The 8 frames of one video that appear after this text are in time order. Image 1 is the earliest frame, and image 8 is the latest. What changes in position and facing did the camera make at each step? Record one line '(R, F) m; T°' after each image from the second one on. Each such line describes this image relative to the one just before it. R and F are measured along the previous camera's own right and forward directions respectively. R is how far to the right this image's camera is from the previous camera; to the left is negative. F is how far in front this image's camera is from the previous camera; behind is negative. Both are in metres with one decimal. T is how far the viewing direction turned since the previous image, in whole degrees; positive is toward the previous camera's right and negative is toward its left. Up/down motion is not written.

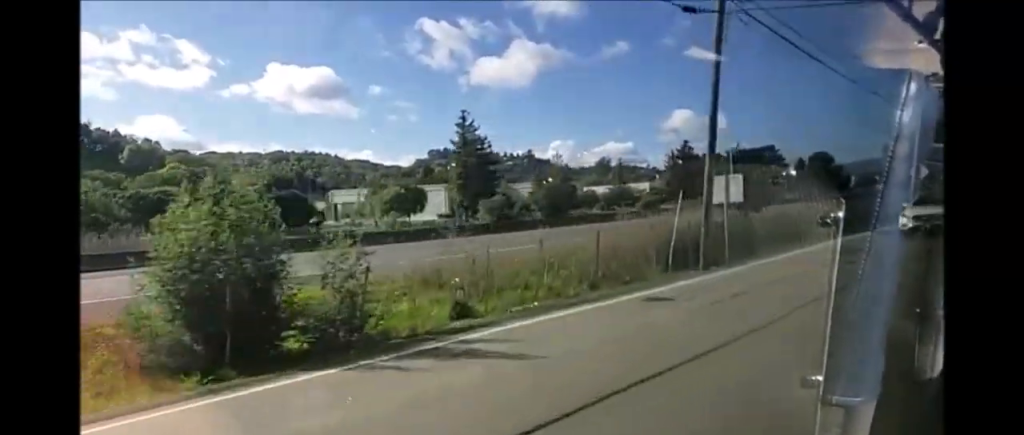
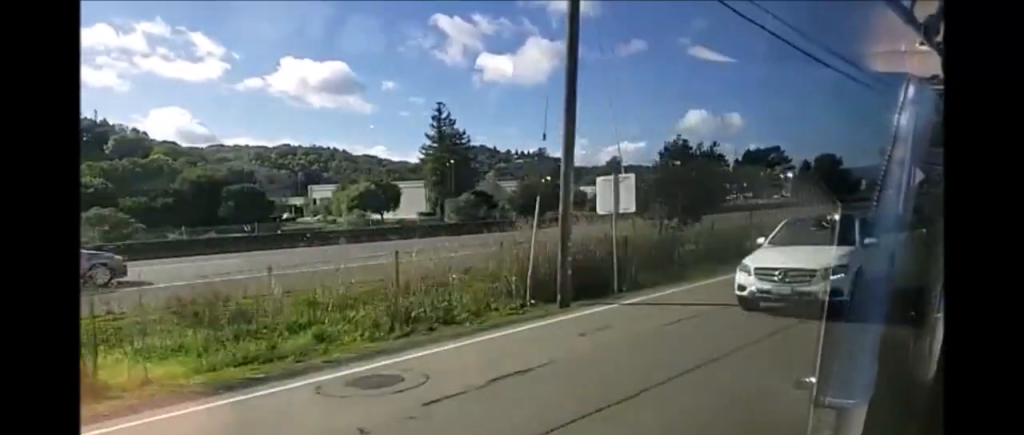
(-0.1, +7.8) m; -1°
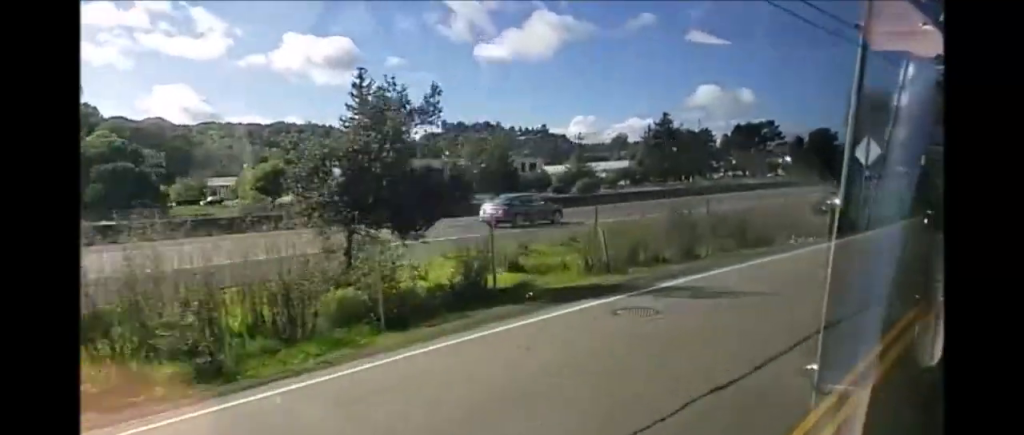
(0.0, +14.3) m; 0°
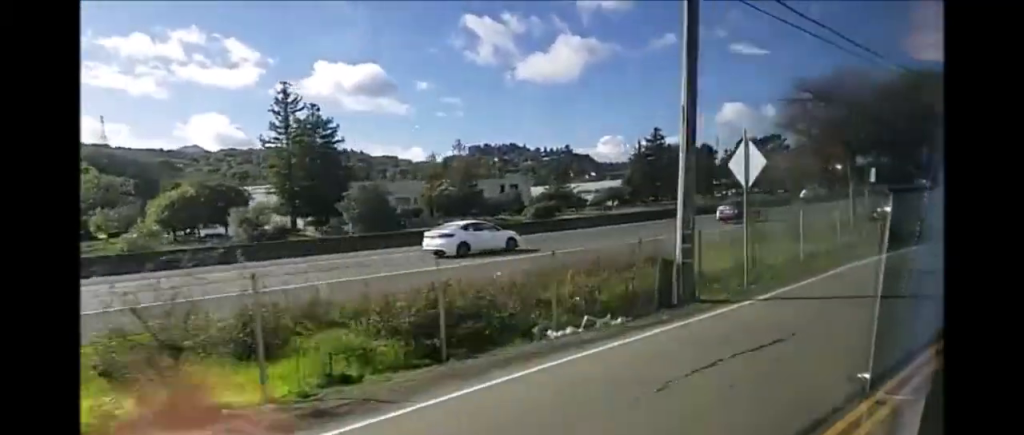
(0.0, +14.7) m; -1°
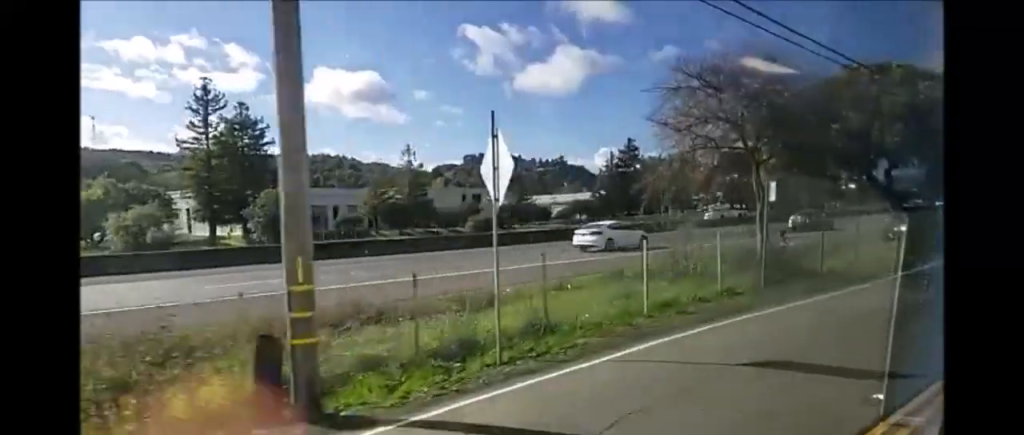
(0.0, +8.5) m; -1°
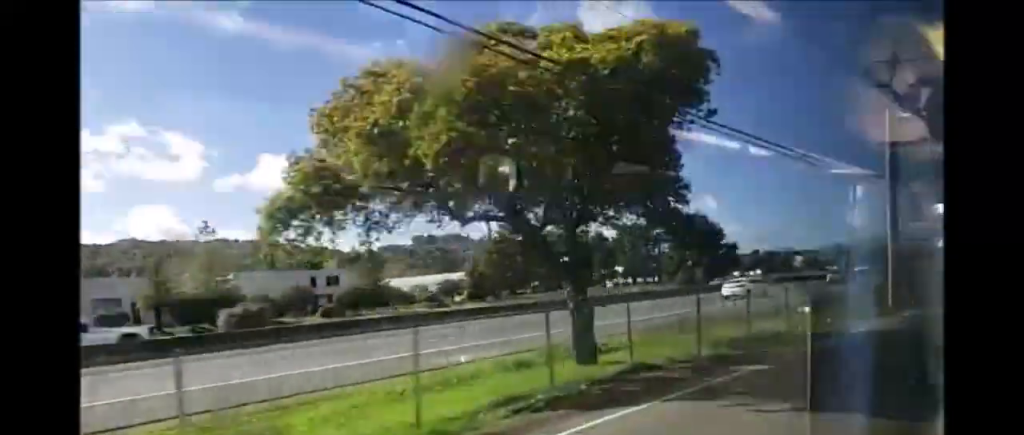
(-0.4, +19.7) m; 0°
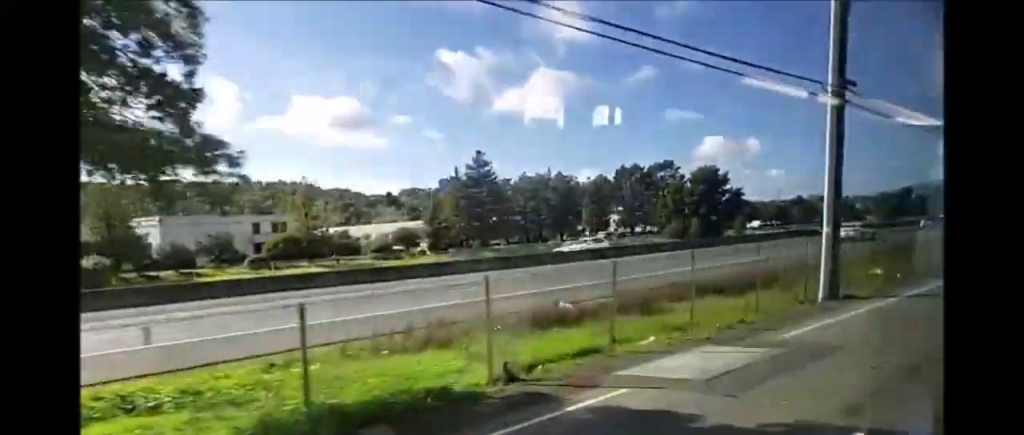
(+0.3, +14.2) m; +3°
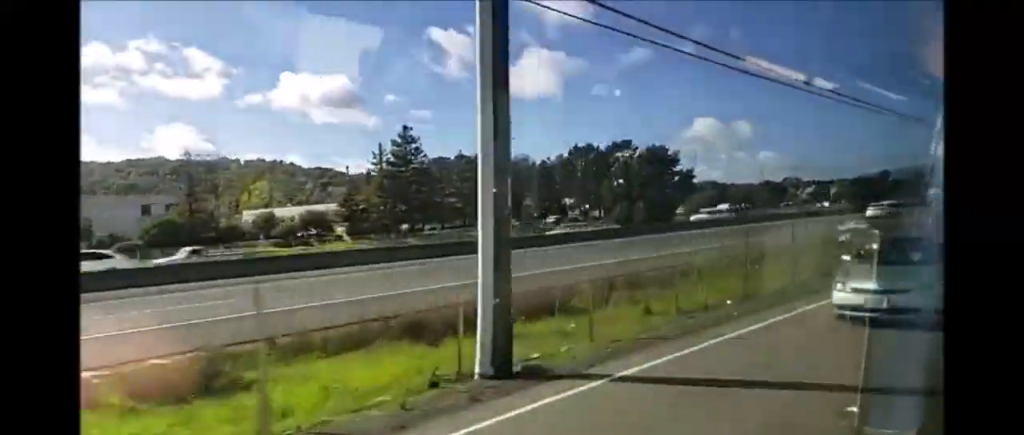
(+0.3, +11.9) m; +2°
